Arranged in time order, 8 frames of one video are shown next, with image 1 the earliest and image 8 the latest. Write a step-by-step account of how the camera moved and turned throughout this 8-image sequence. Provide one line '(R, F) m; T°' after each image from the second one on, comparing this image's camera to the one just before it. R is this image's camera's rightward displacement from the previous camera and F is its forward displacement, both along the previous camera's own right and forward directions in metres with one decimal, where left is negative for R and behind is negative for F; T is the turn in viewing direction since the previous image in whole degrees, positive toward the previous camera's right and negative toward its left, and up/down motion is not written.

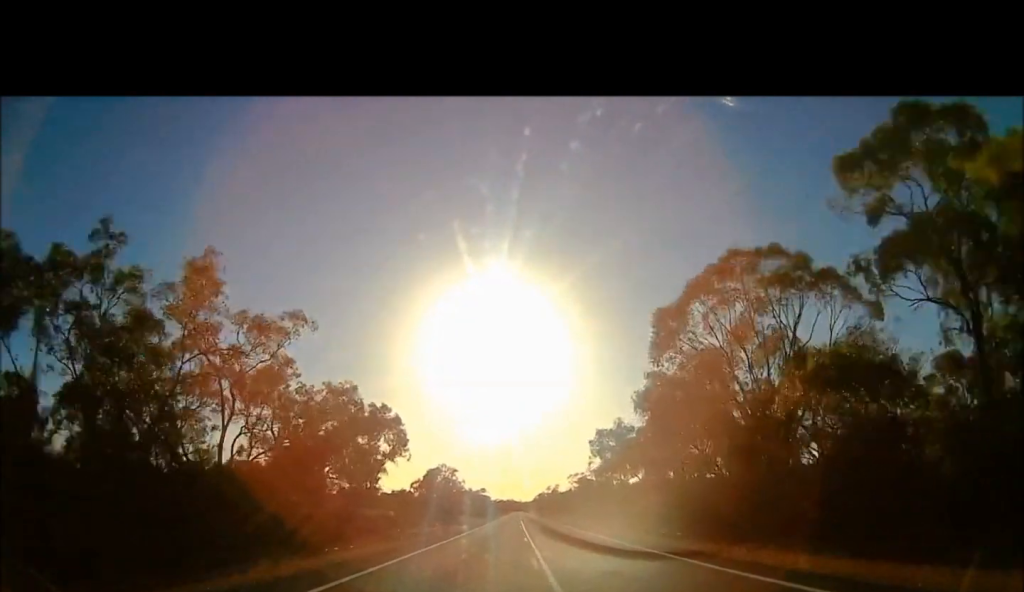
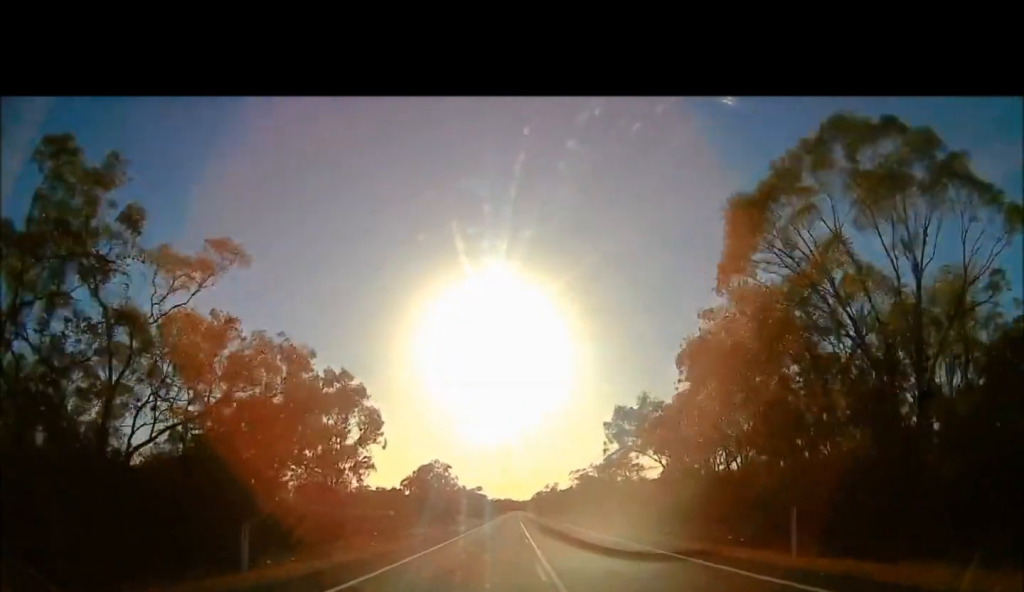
(+0.3, +13.0) m; 0°
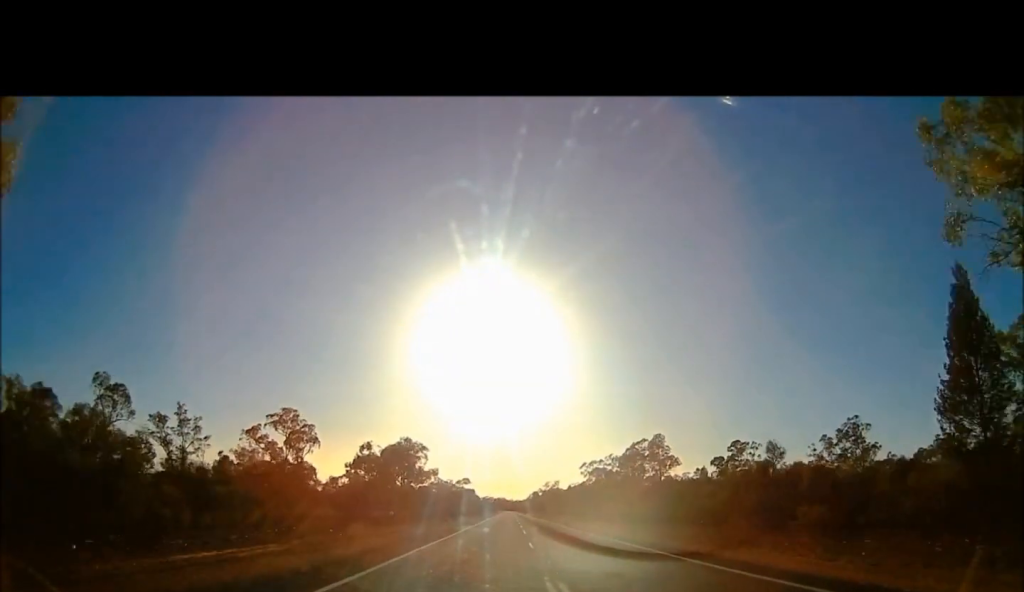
(-0.2, +48.5) m; -1°
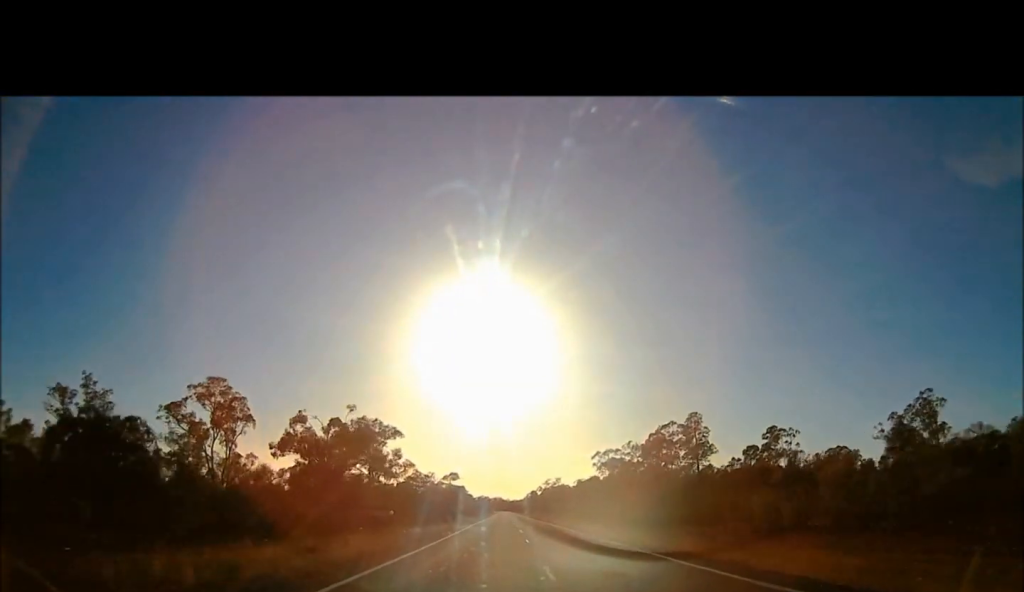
(-0.1, +30.5) m; +1°
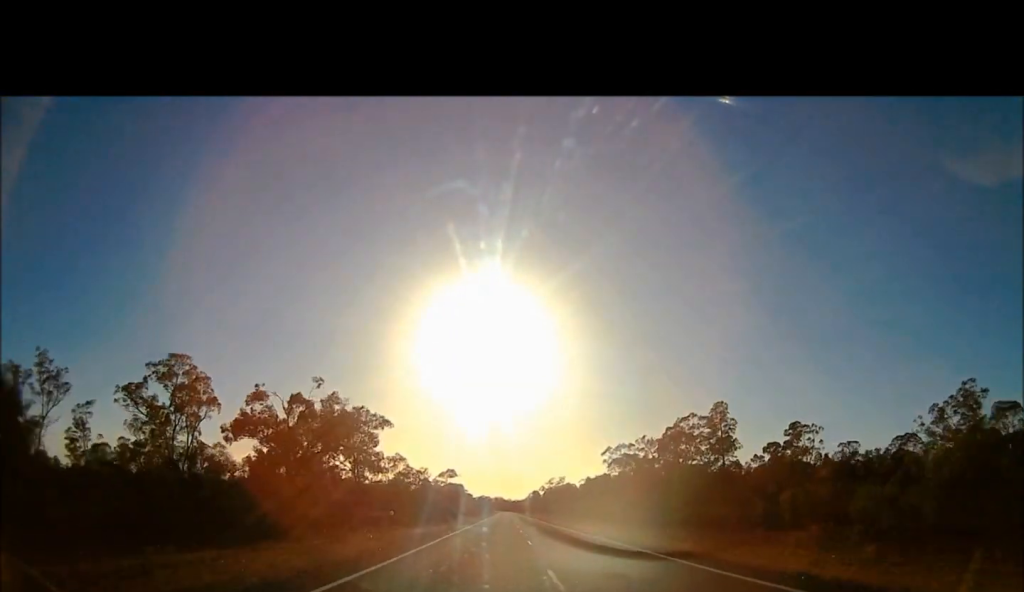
(+0.1, +12.4) m; +1°
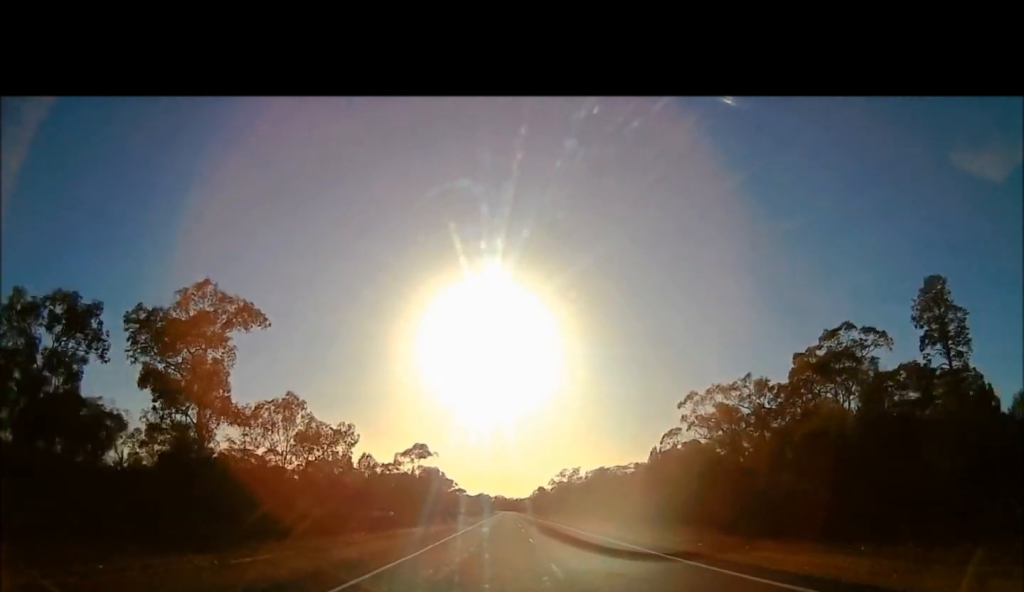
(+1.3, +52.1) m; -1°
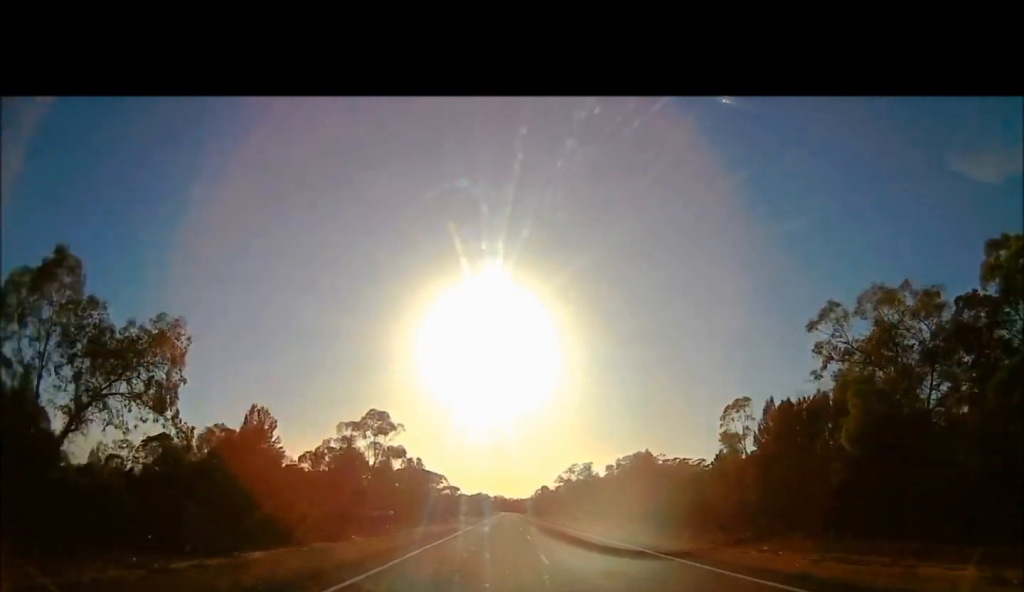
(-1.6, +35.7) m; -1°
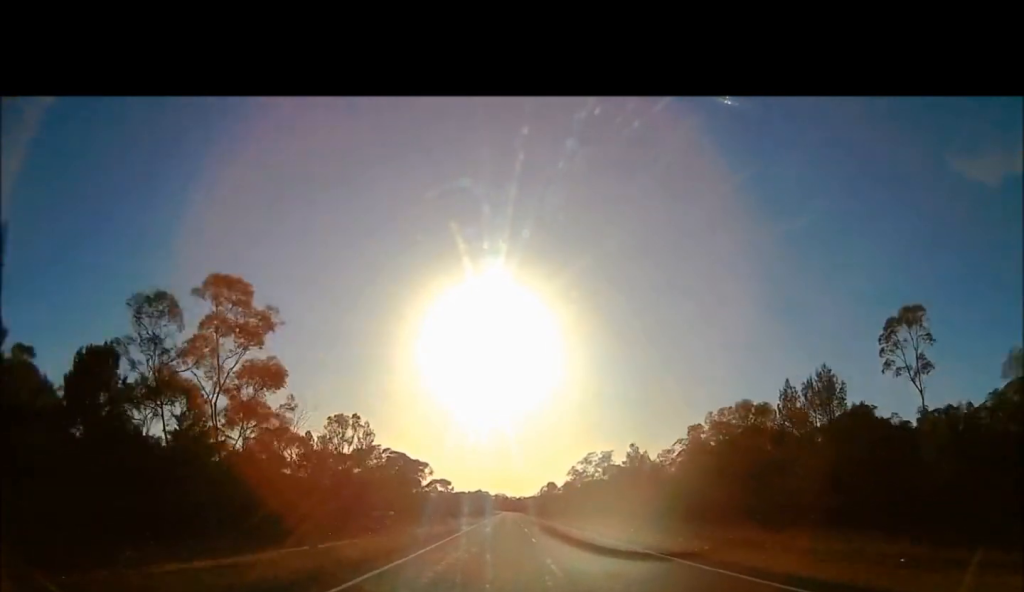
(+1.1, +40.8) m; 0°
